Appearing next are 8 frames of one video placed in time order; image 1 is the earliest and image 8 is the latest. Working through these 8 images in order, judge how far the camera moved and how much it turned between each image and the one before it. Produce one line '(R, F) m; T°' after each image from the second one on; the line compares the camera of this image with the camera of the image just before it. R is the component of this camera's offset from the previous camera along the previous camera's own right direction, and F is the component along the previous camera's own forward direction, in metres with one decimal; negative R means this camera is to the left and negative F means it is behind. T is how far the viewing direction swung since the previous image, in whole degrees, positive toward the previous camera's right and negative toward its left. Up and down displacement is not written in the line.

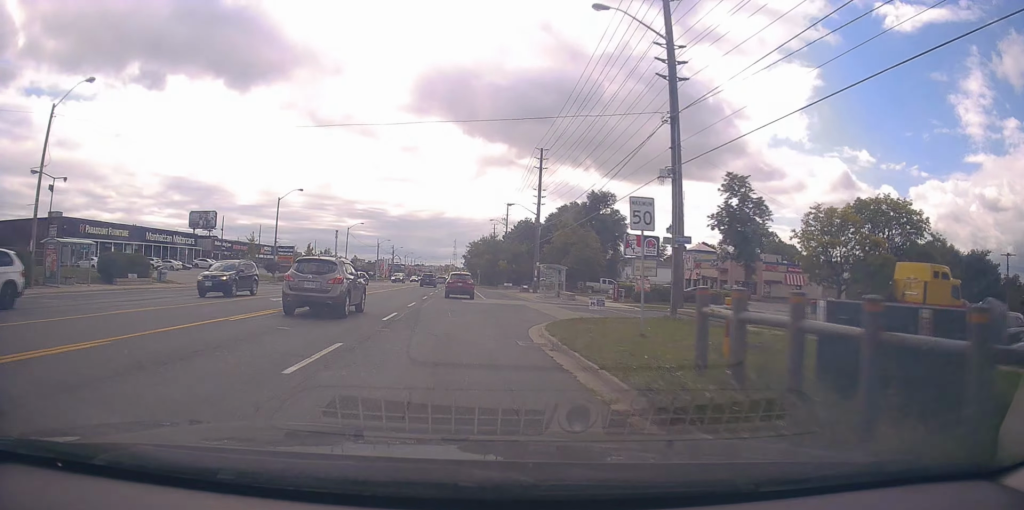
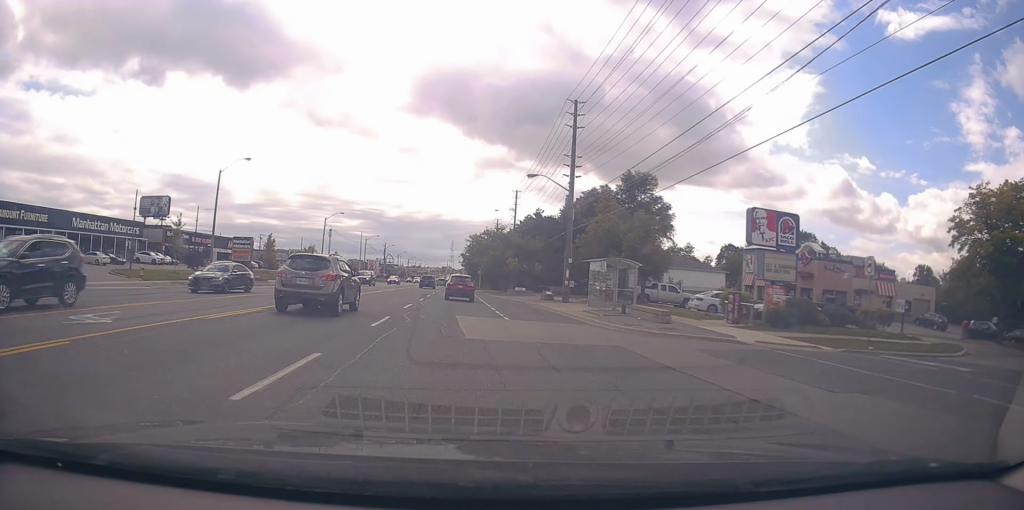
(-0.2, +18.9) m; -1°
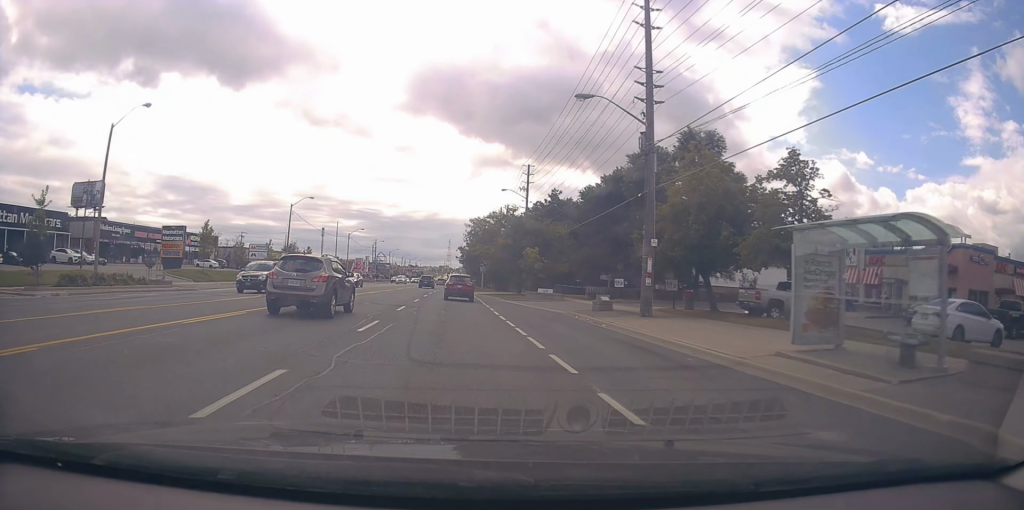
(-0.6, +19.1) m; -1°
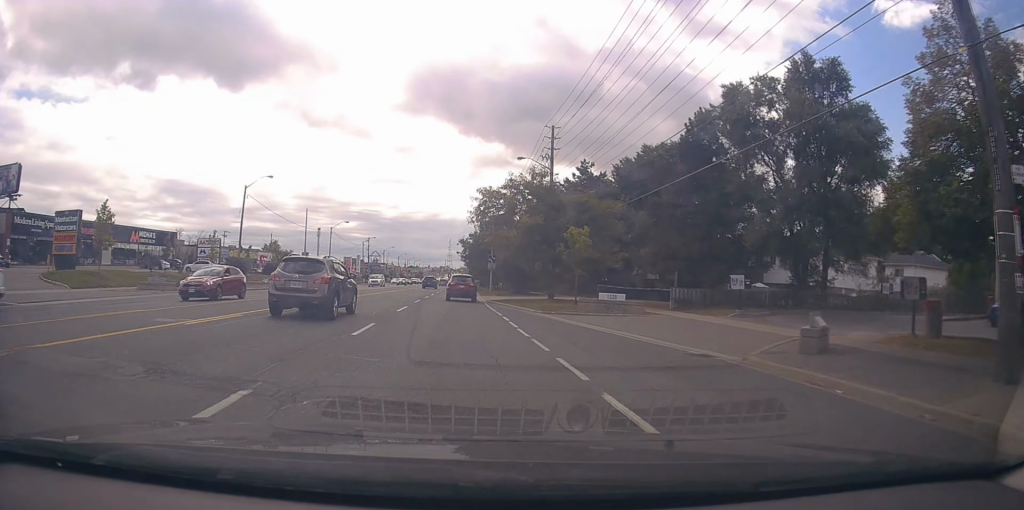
(+0.6, +18.6) m; +1°
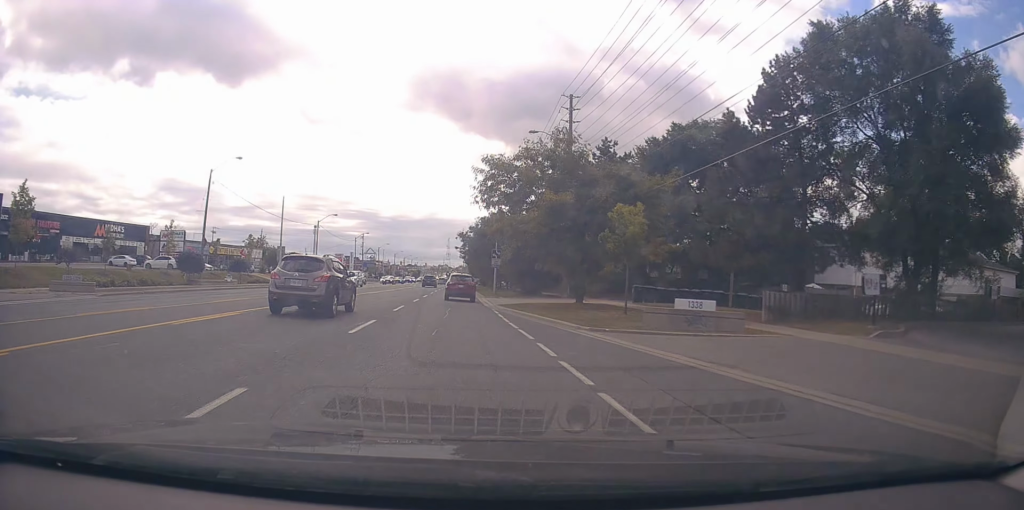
(-0.2, +9.2) m; 0°
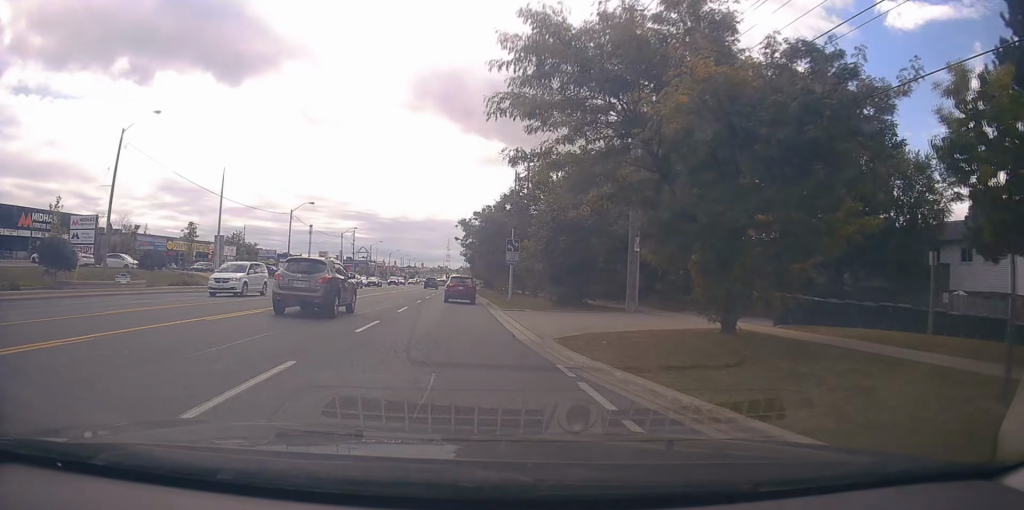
(+0.1, +16.4) m; 0°
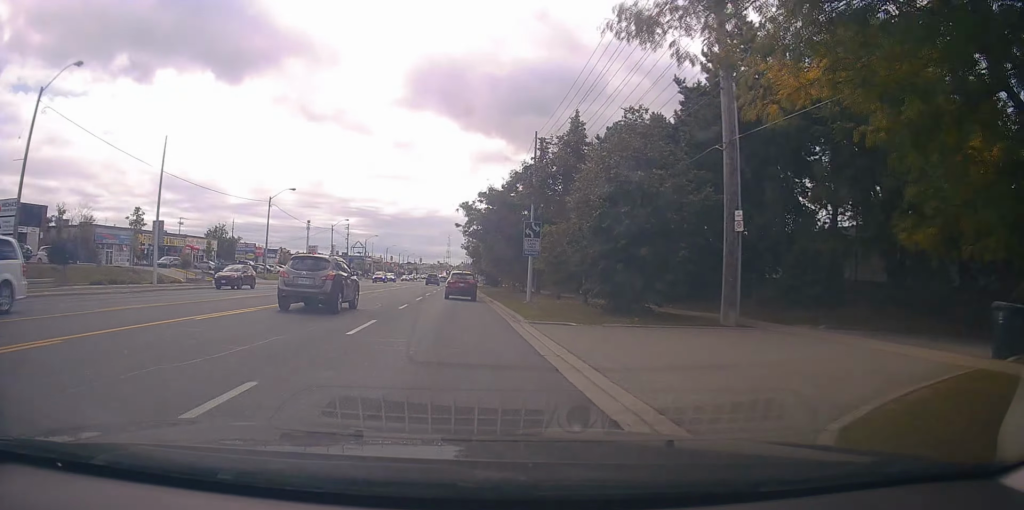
(-0.1, +10.1) m; 0°
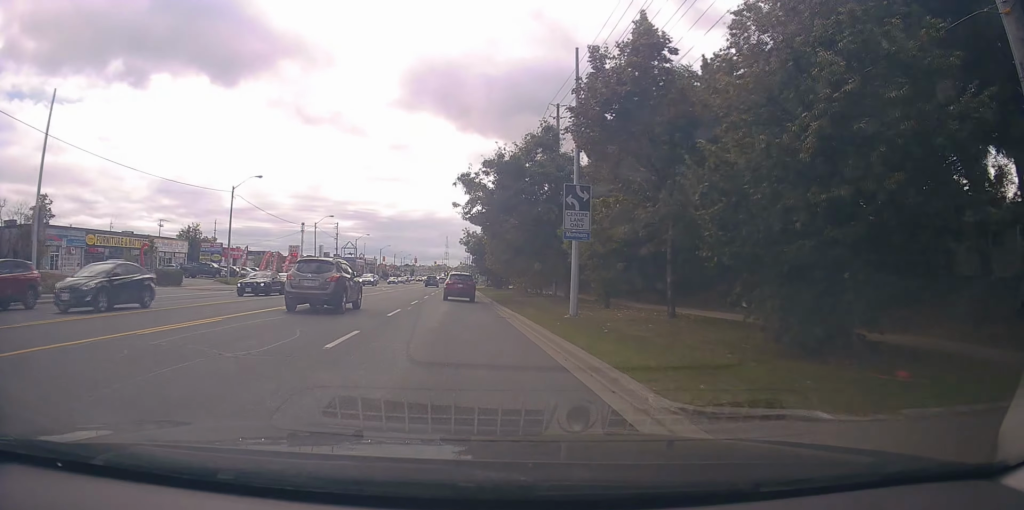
(-0.1, +11.9) m; +1°
